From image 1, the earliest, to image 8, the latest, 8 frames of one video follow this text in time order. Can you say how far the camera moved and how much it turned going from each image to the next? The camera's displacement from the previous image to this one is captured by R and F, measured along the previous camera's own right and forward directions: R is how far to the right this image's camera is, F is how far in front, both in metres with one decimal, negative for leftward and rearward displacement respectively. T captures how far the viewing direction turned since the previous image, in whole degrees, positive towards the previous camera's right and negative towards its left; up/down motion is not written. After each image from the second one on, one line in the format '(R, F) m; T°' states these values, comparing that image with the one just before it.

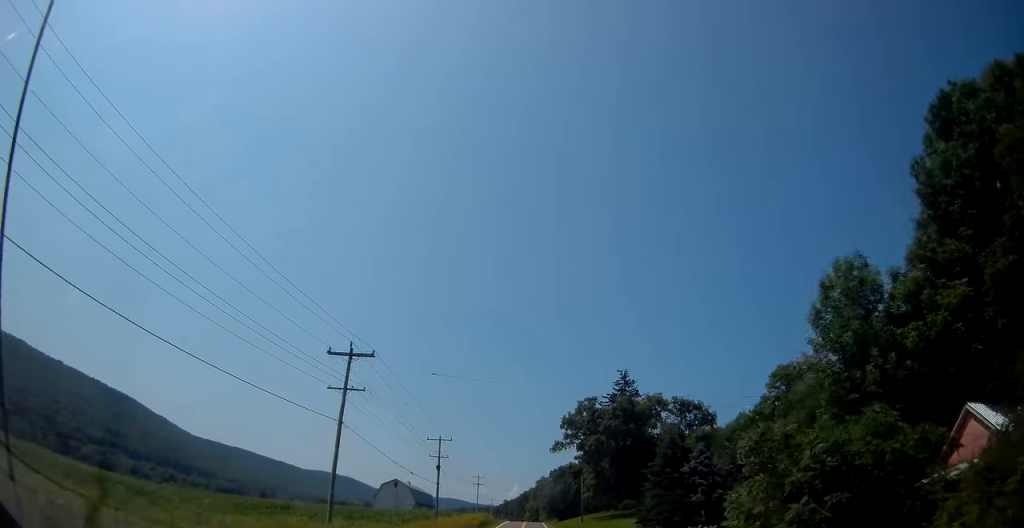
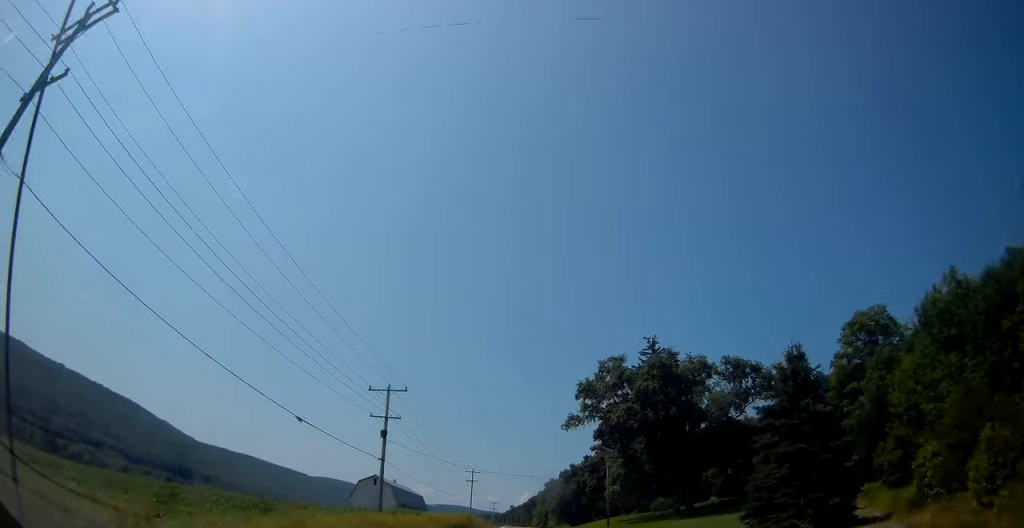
(-0.6, +27.0) m; -2°
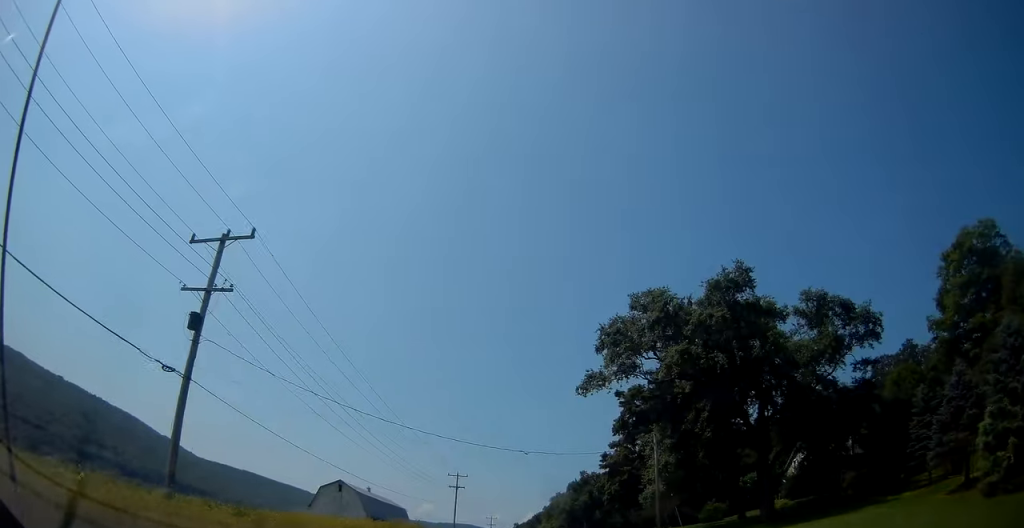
(-0.1, +26.2) m; -1°
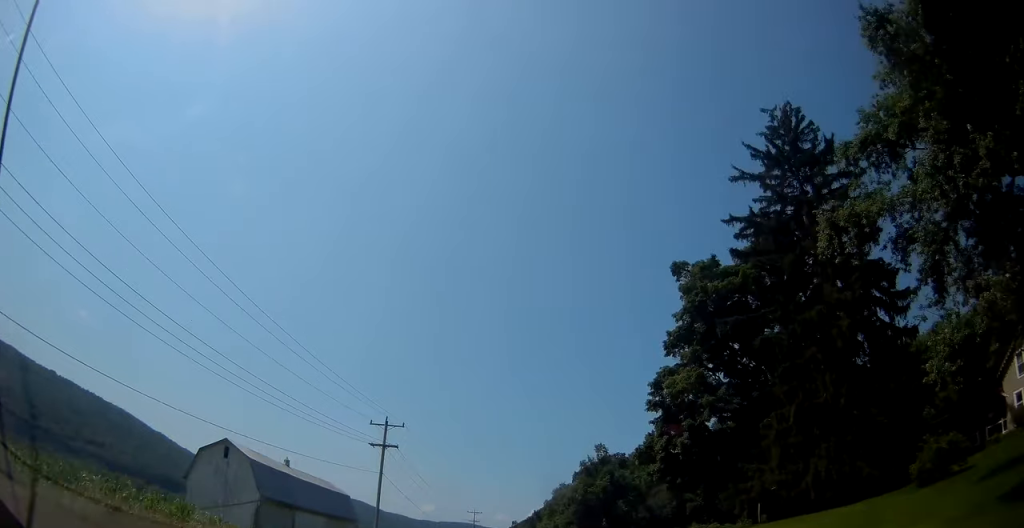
(-0.7, +41.2) m; -1°
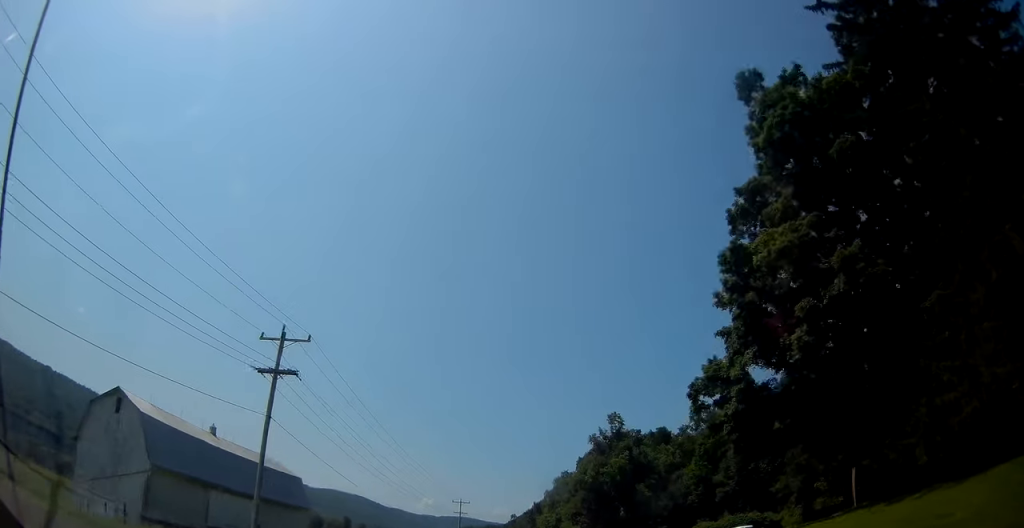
(+0.2, +21.0) m; 0°
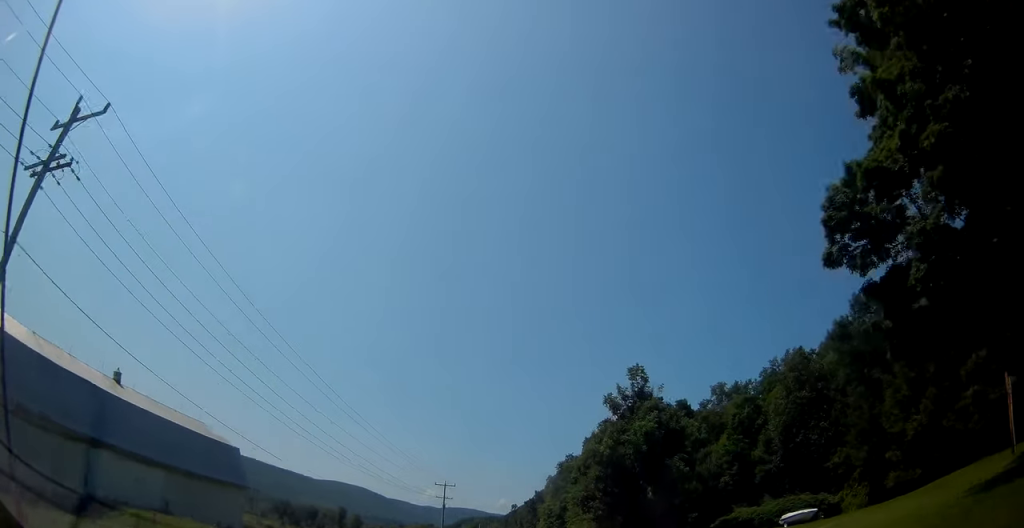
(-0.1, +18.2) m; 0°
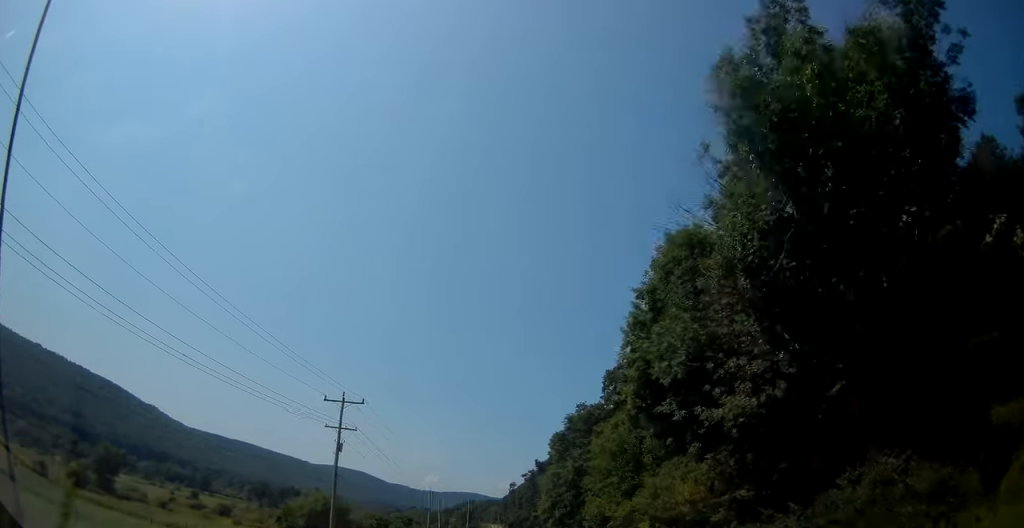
(0.0, +44.8) m; 0°
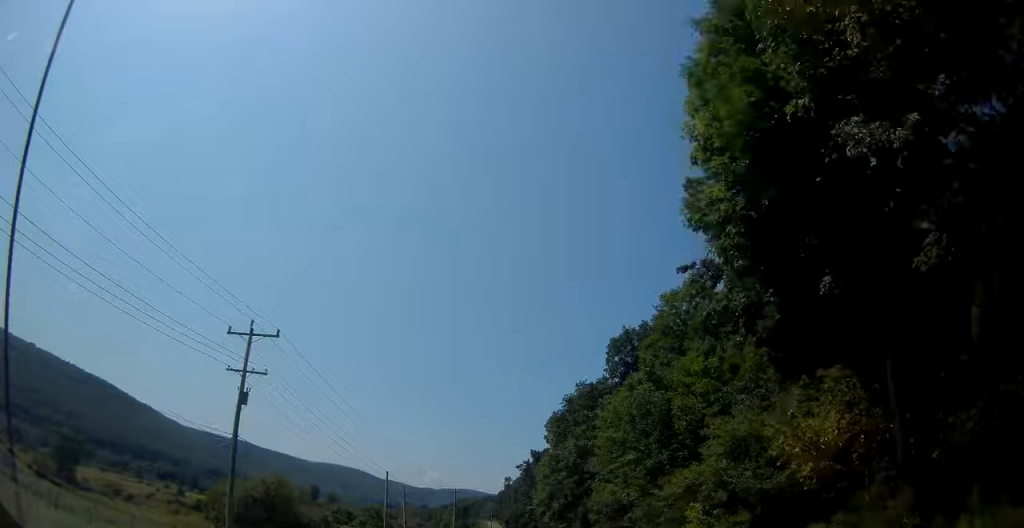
(-0.1, +13.4) m; 0°
